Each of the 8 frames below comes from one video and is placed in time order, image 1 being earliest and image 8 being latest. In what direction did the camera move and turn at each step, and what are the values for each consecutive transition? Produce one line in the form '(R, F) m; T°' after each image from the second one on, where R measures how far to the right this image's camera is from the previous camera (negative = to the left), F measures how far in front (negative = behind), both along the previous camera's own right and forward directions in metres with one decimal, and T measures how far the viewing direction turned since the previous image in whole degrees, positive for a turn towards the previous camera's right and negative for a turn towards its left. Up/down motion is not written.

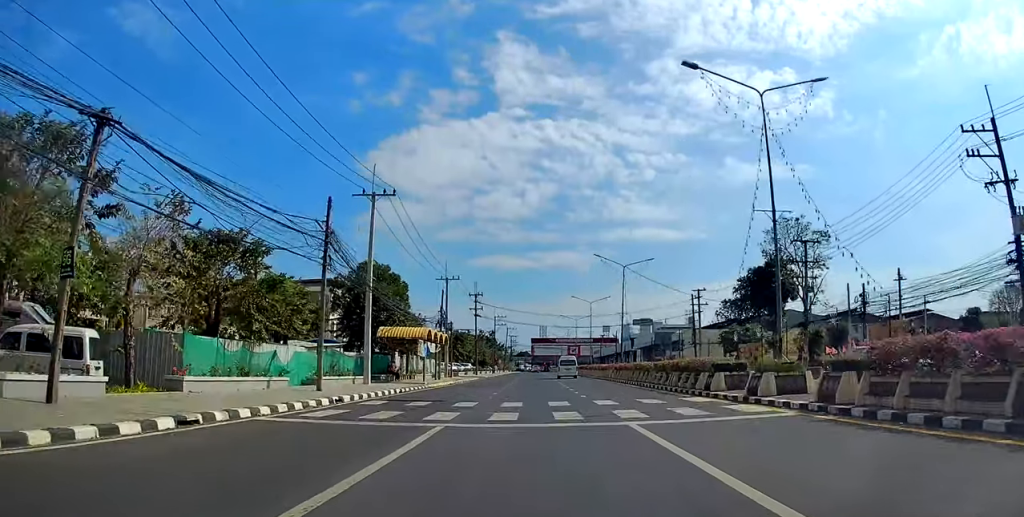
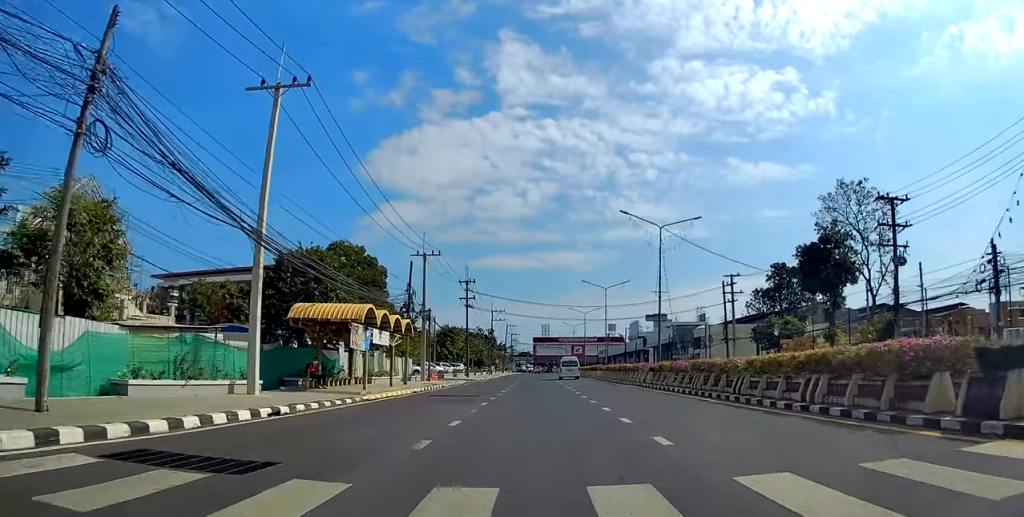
(+0.1, +14.9) m; 0°
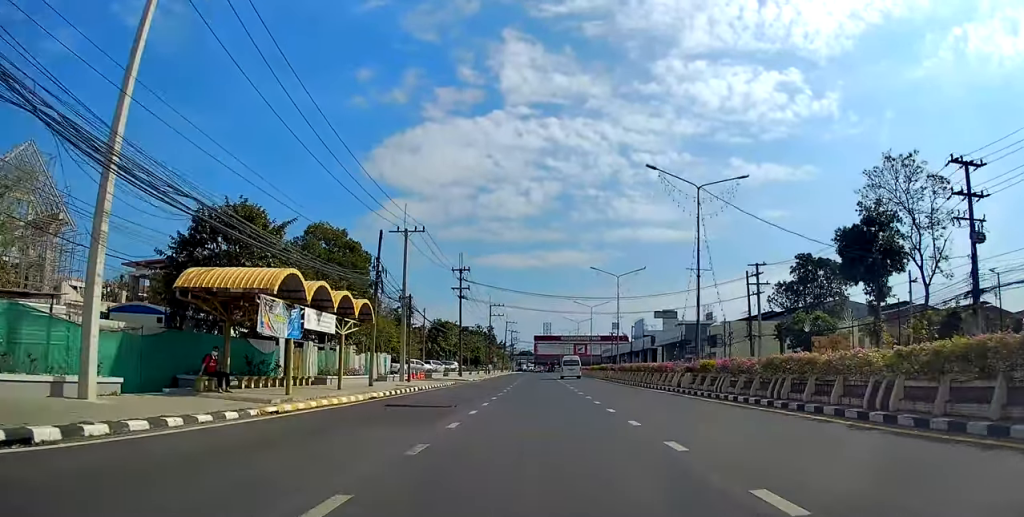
(0.0, +8.5) m; -1°
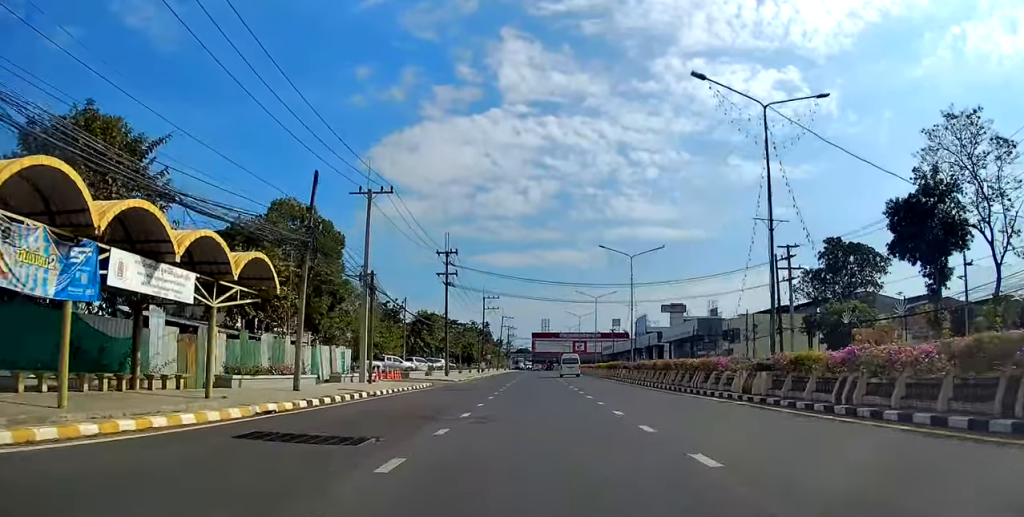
(-0.2, +9.1) m; -1°
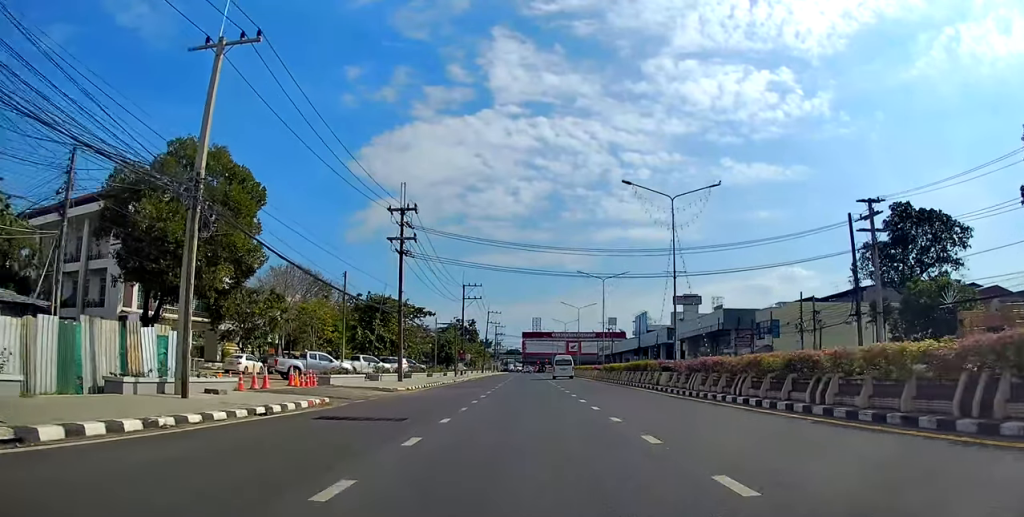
(0.0, +16.9) m; +1°
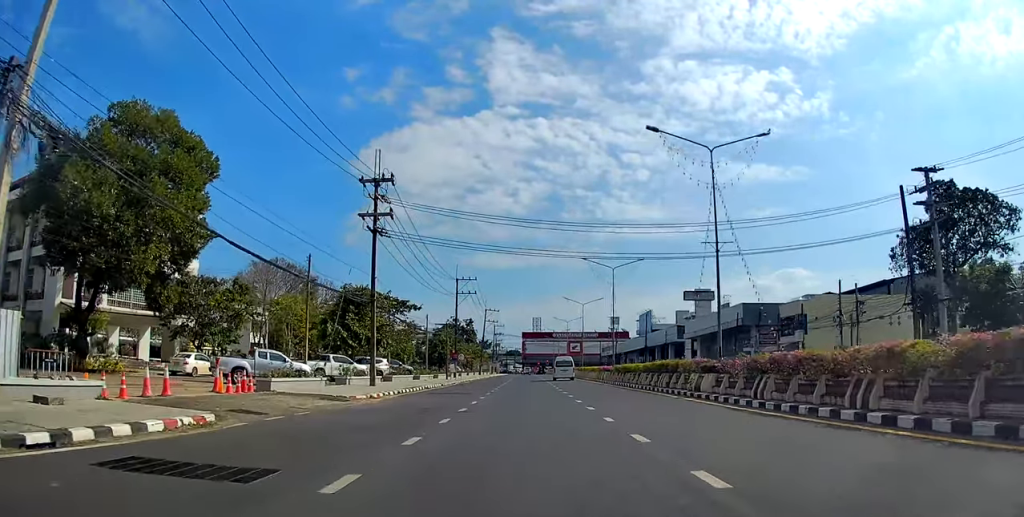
(0.0, +7.5) m; 0°
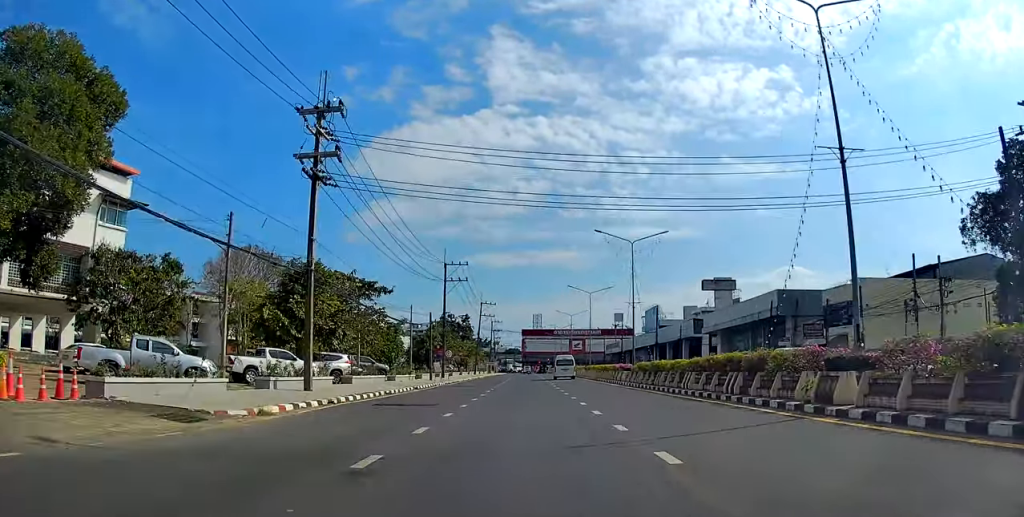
(0.0, +10.1) m; 0°
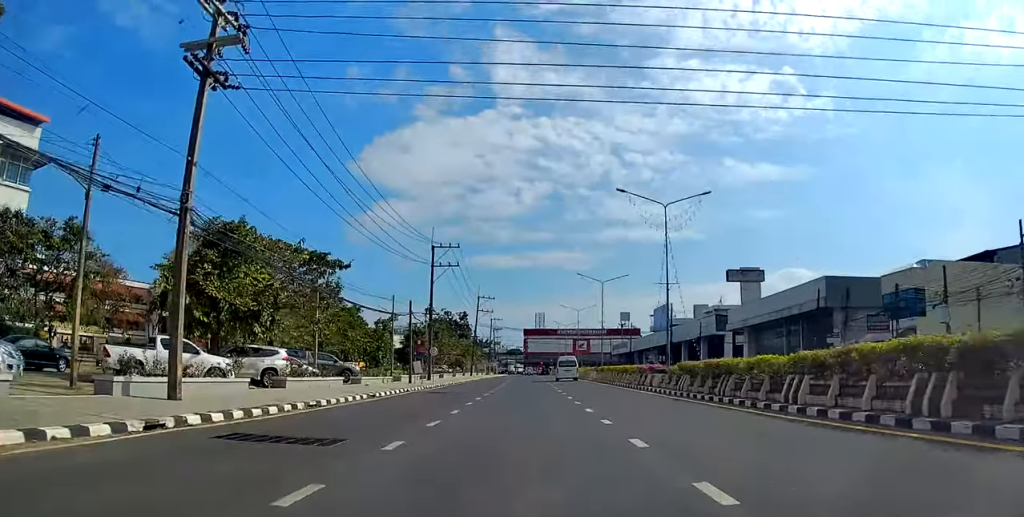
(-0.1, +9.7) m; 0°
